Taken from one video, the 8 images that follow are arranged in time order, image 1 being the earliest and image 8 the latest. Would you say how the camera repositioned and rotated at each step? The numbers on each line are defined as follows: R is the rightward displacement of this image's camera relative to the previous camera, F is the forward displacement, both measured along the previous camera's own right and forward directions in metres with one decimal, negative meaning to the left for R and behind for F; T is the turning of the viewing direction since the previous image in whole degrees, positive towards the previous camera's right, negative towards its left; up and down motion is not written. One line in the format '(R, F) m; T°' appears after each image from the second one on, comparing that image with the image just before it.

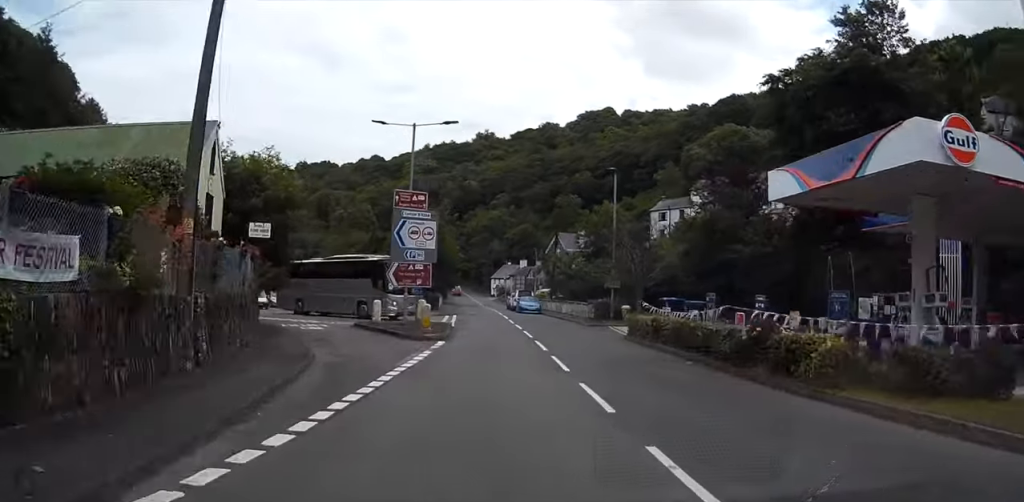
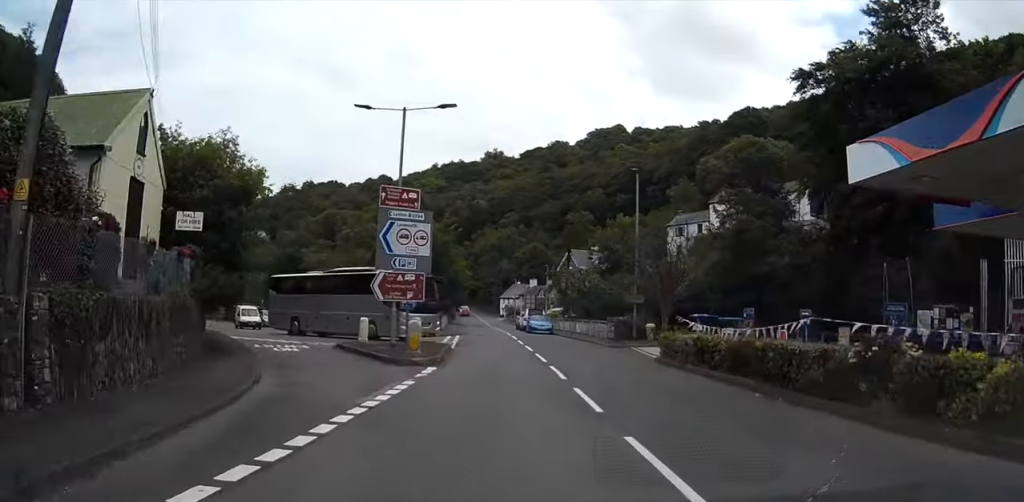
(-0.1, +5.5) m; -1°
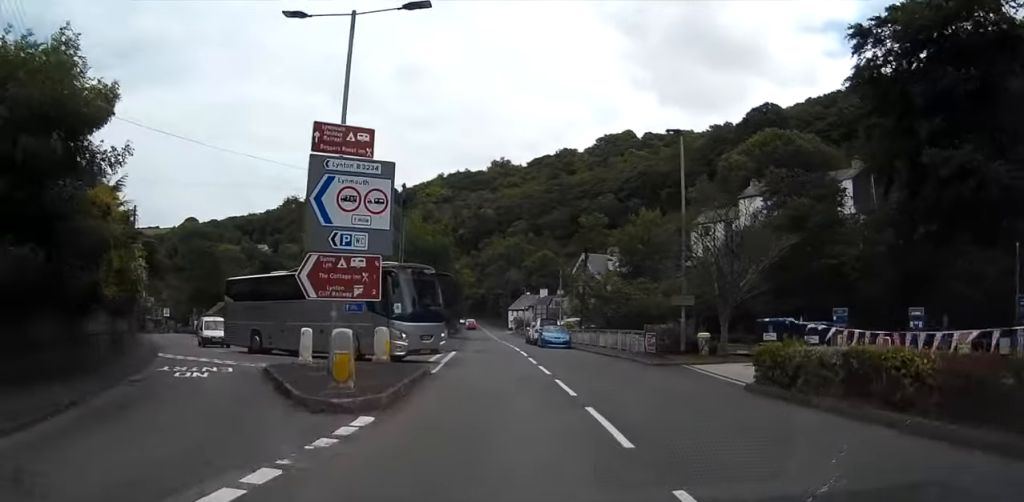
(0.0, +11.3) m; 0°
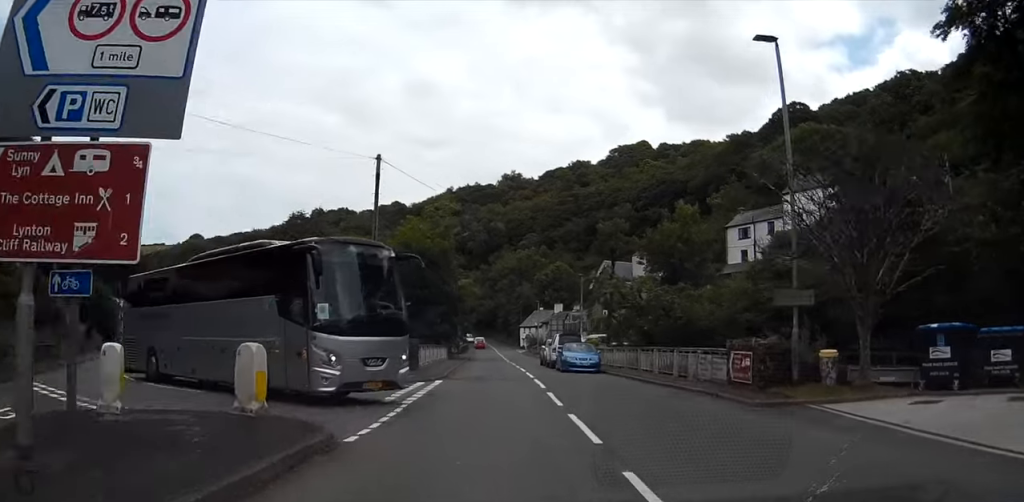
(+0.1, +12.5) m; +1°
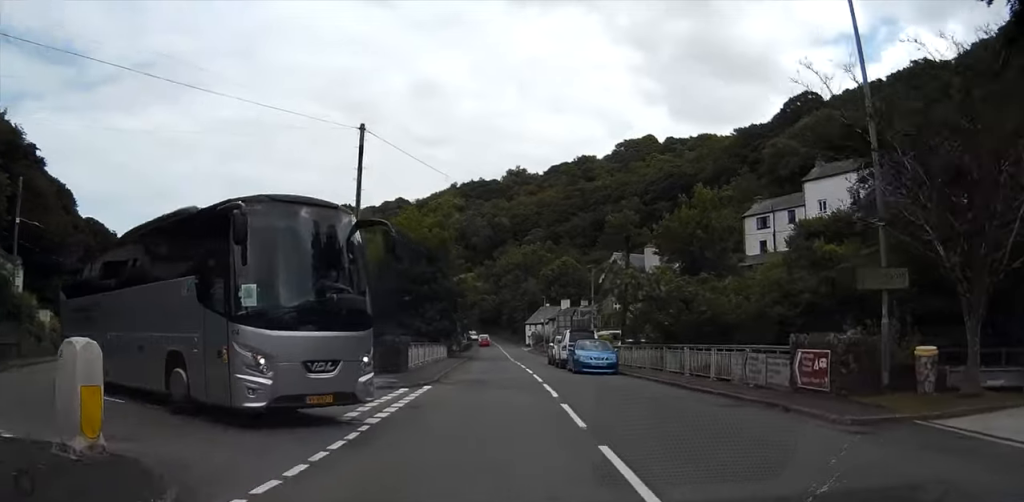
(0.0, +4.0) m; 0°
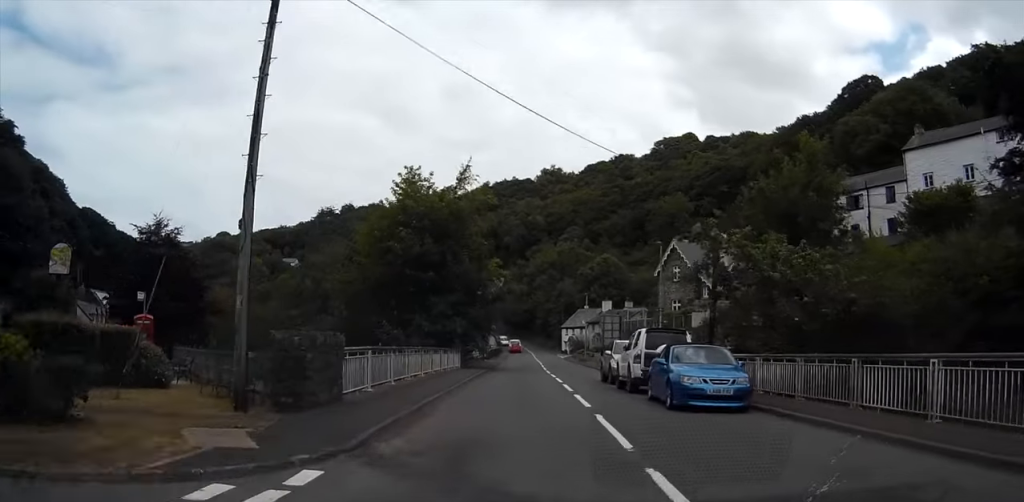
(-0.2, +12.8) m; -1°
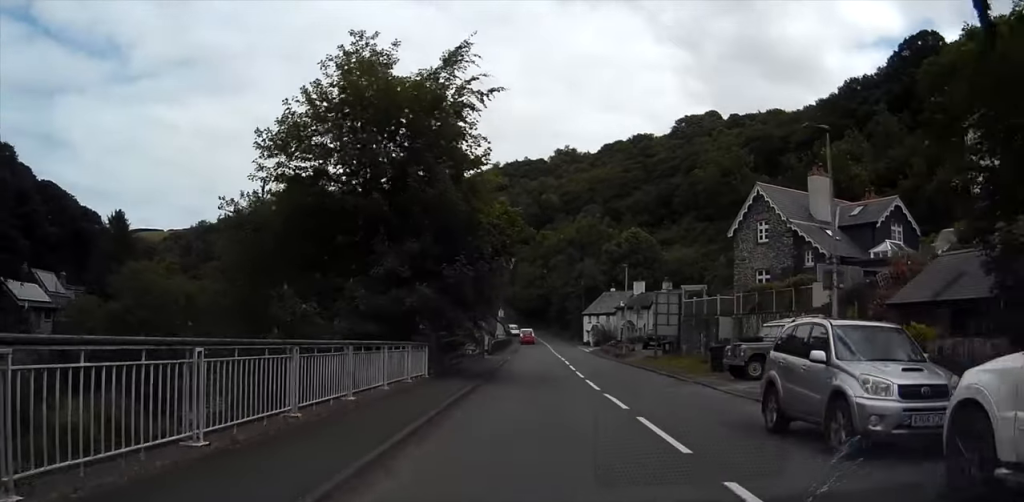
(0.0, +18.3) m; 0°
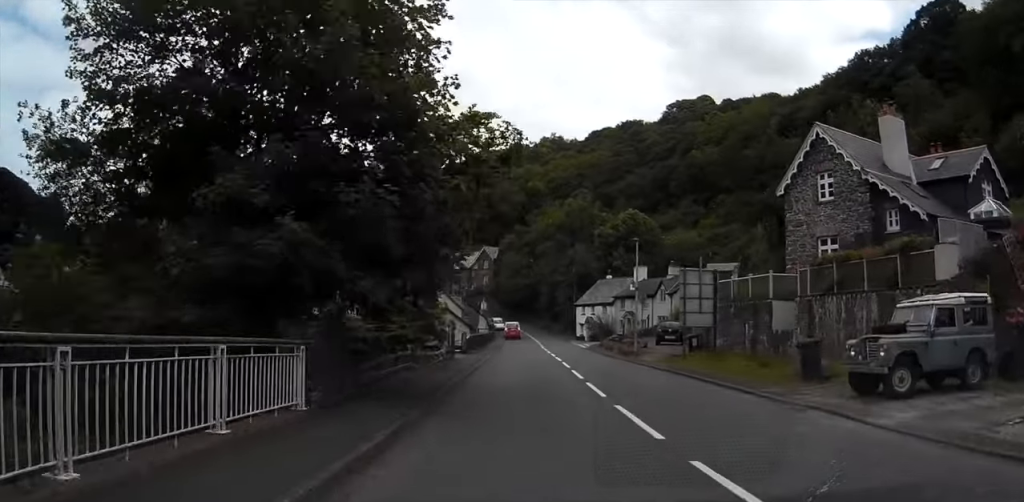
(0.0, +11.1) m; +1°
